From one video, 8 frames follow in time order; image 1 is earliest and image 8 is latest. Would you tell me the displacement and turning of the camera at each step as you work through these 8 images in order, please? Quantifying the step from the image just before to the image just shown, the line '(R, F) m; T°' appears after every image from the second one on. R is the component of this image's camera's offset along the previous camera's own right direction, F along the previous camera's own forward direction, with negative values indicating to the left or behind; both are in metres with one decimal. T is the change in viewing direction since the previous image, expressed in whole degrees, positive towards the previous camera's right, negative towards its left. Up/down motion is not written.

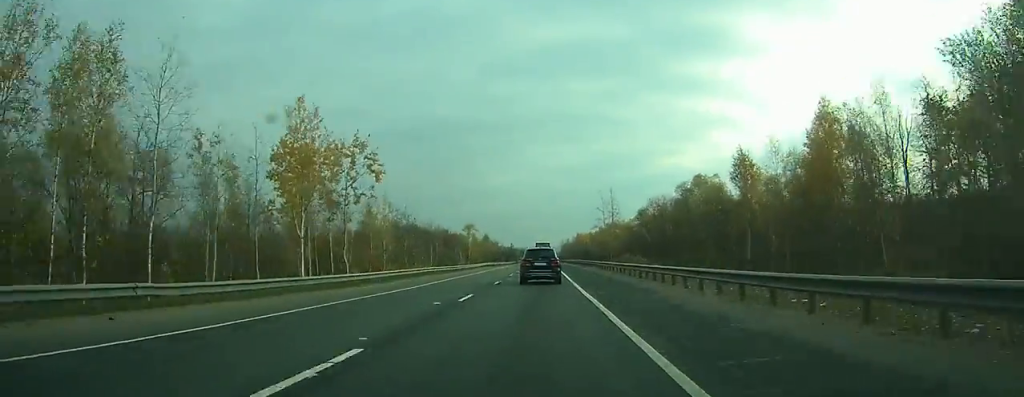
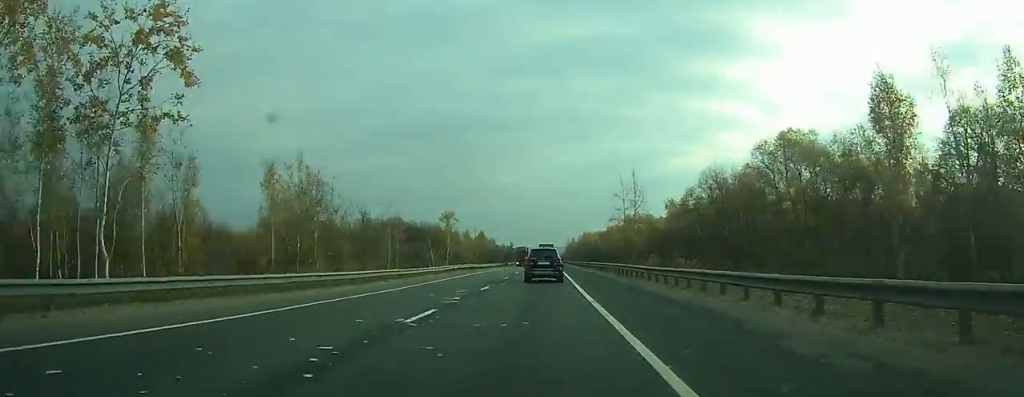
(-0.1, +31.0) m; 0°
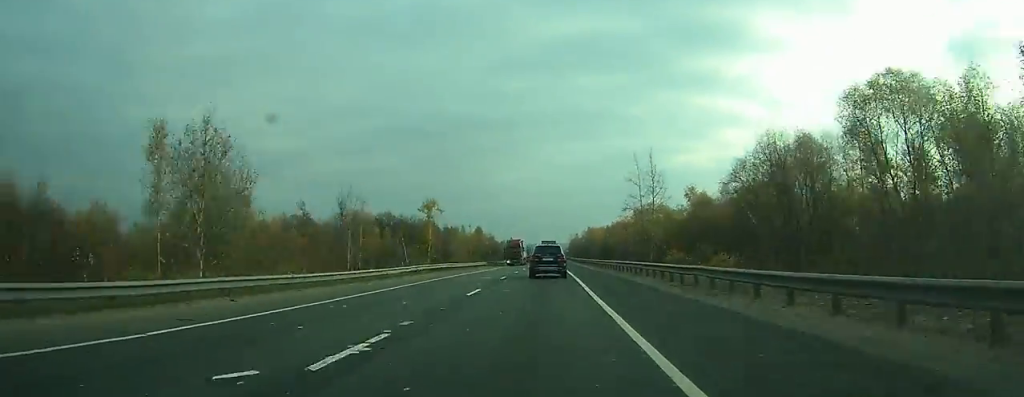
(0.0, +16.8) m; 0°
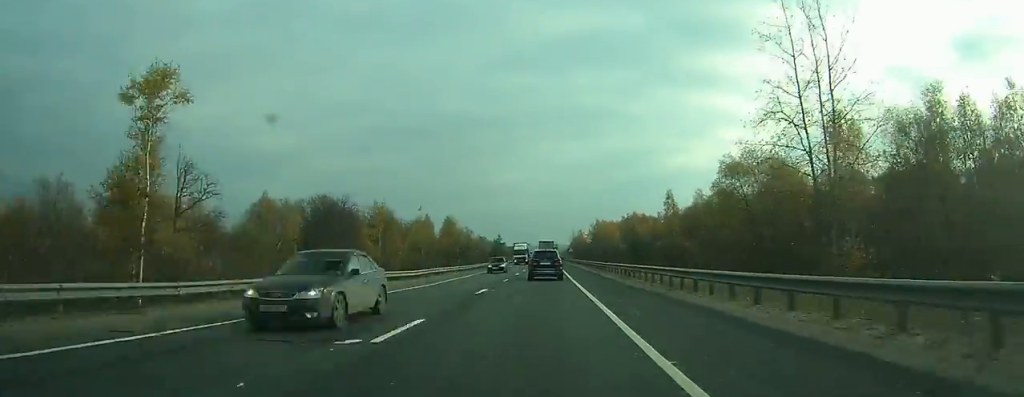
(+0.1, +58.7) m; 0°
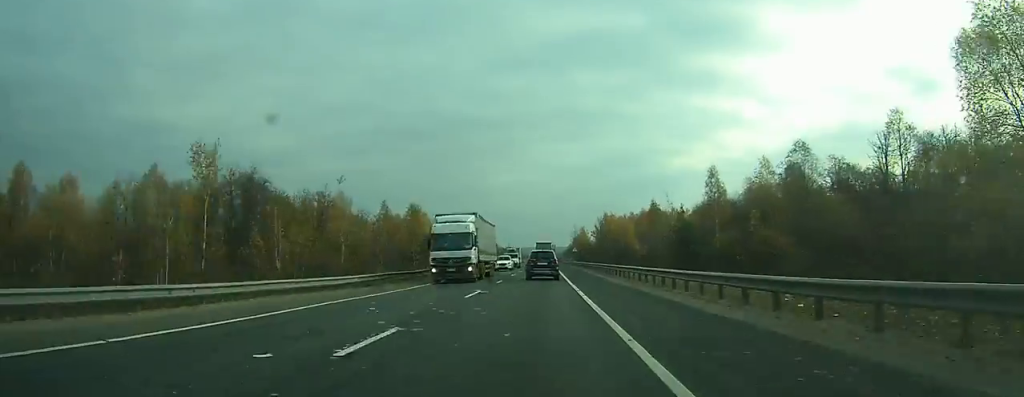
(+0.1, +37.8) m; 0°
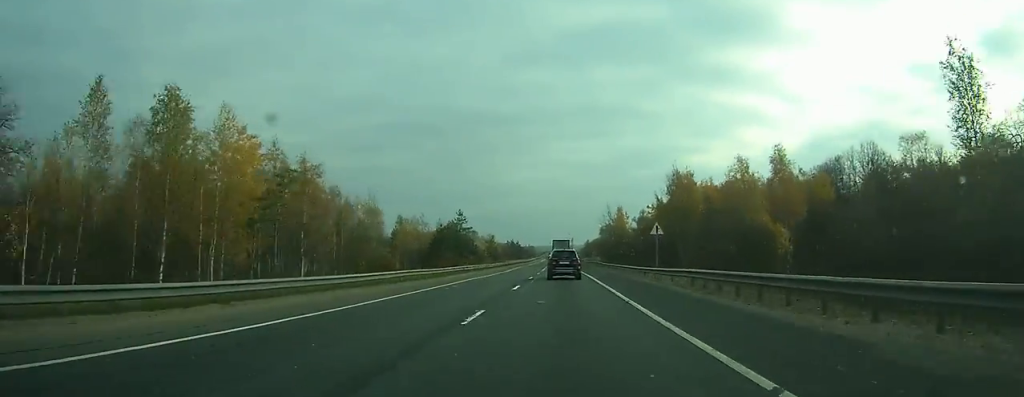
(-0.3, +80.5) m; 0°
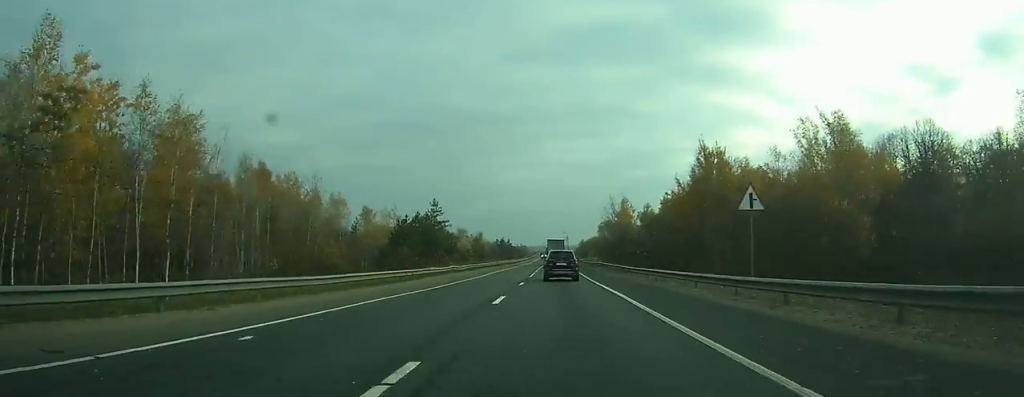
(-0.1, +19.4) m; 0°
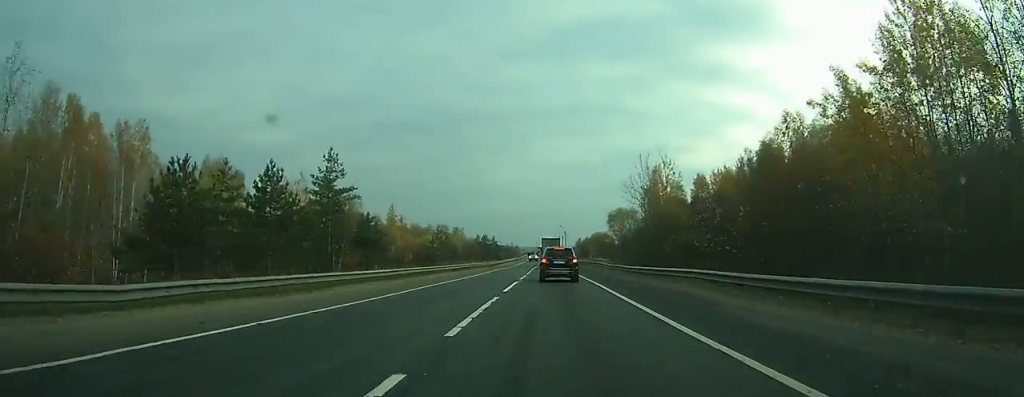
(0.0, +43.3) m; 0°
